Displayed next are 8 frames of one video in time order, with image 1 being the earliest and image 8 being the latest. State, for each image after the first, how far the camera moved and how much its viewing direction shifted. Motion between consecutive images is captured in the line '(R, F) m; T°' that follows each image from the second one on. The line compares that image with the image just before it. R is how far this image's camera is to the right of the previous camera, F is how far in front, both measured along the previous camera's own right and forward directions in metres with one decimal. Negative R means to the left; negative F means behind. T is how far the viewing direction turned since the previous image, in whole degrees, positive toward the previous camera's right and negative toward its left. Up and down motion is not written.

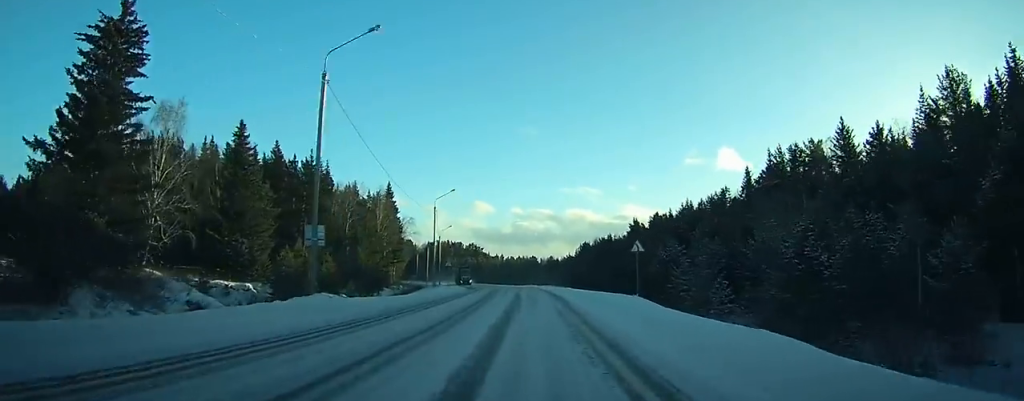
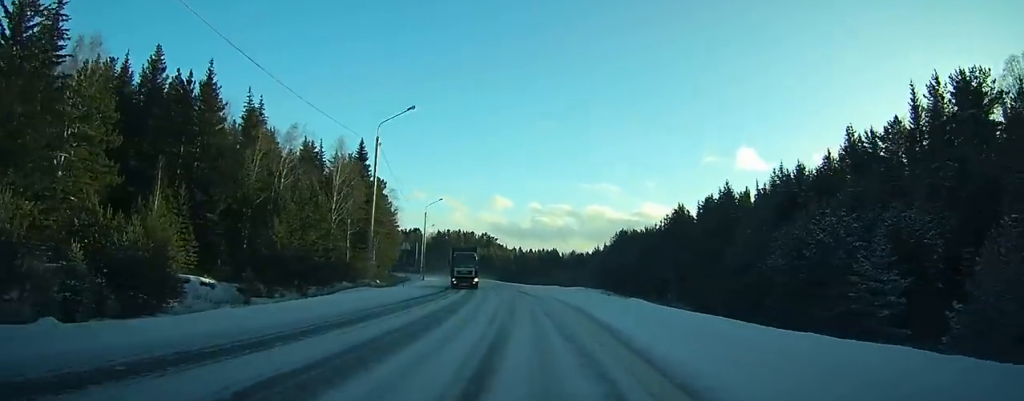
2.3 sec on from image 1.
(-0.4, +36.7) m; -2°
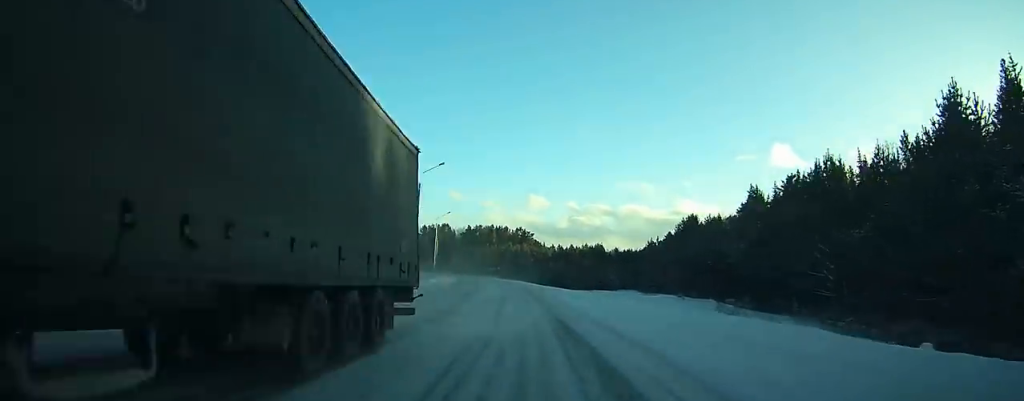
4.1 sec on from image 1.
(-0.5, +30.2) m; -3°
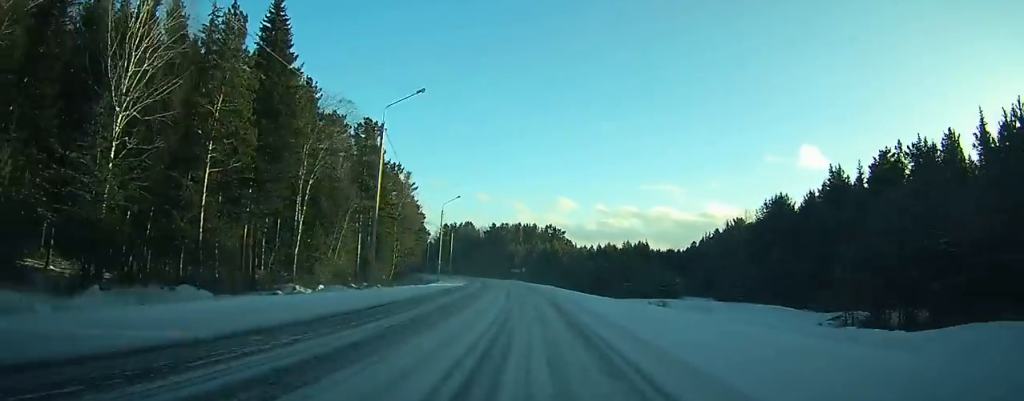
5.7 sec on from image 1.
(-0.5, +24.9) m; -3°
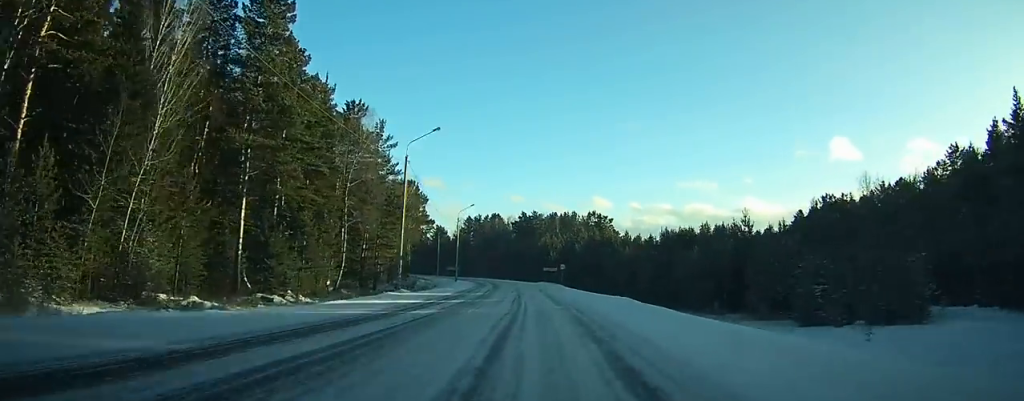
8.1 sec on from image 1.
(-1.5, +40.2) m; -4°
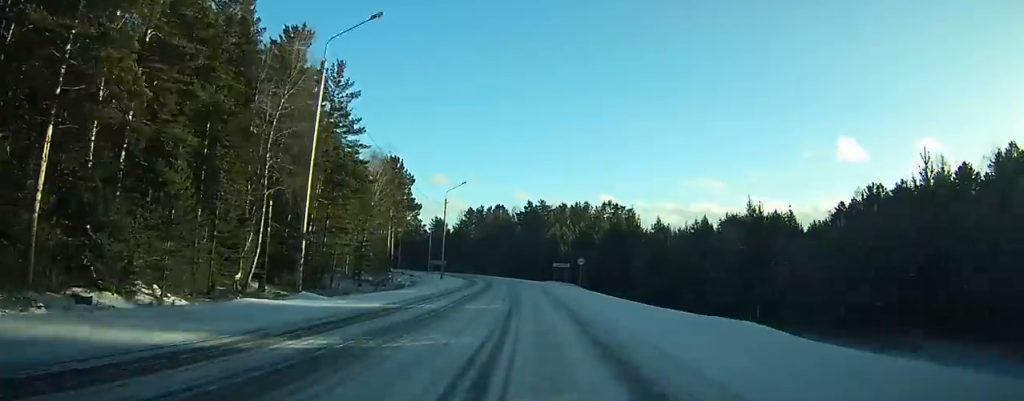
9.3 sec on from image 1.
(-0.3, +19.6) m; -1°
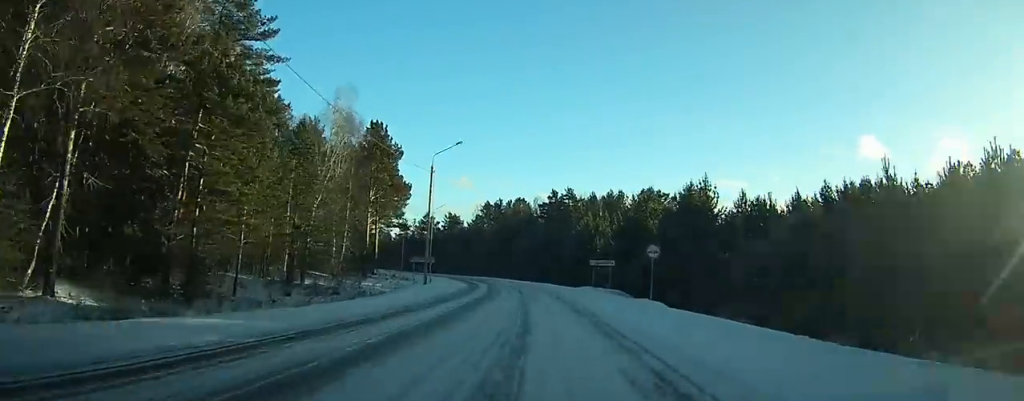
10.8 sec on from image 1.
(-0.4, +23.9) m; -2°
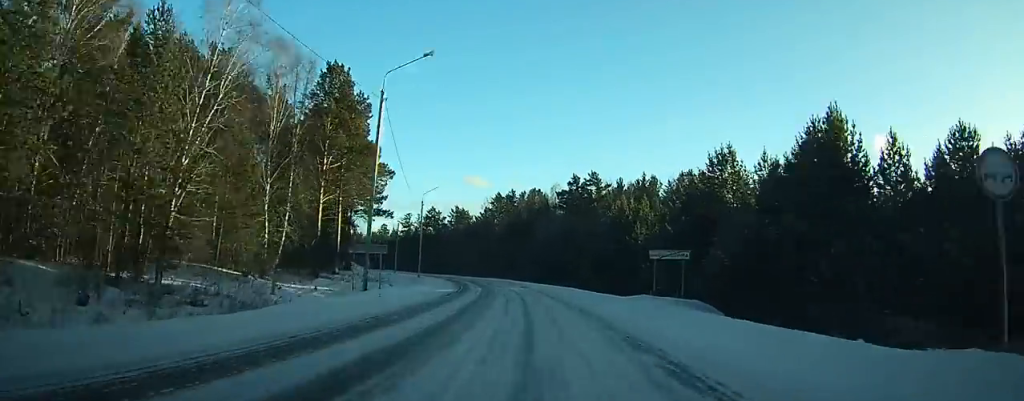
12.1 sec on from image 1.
(-0.2, +21.6) m; -2°
